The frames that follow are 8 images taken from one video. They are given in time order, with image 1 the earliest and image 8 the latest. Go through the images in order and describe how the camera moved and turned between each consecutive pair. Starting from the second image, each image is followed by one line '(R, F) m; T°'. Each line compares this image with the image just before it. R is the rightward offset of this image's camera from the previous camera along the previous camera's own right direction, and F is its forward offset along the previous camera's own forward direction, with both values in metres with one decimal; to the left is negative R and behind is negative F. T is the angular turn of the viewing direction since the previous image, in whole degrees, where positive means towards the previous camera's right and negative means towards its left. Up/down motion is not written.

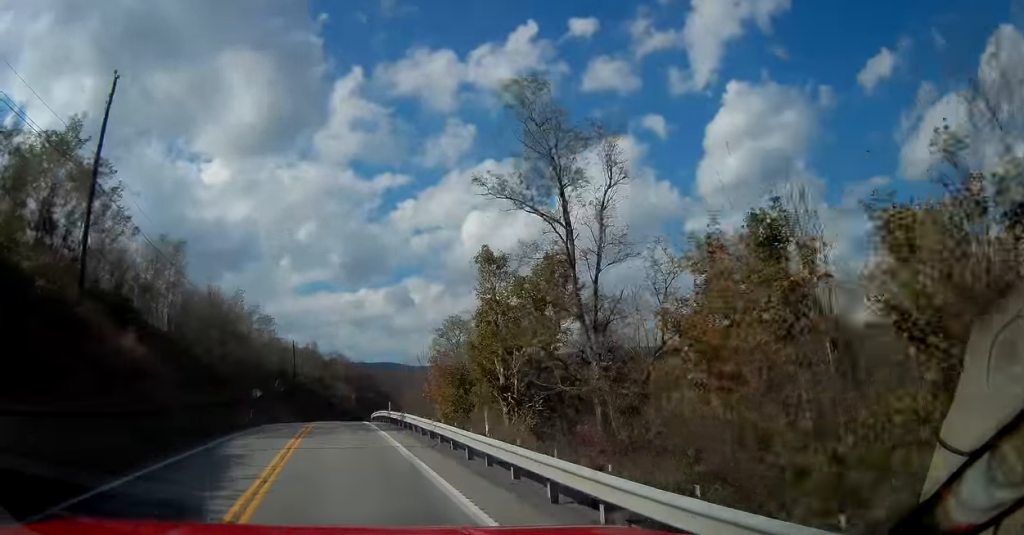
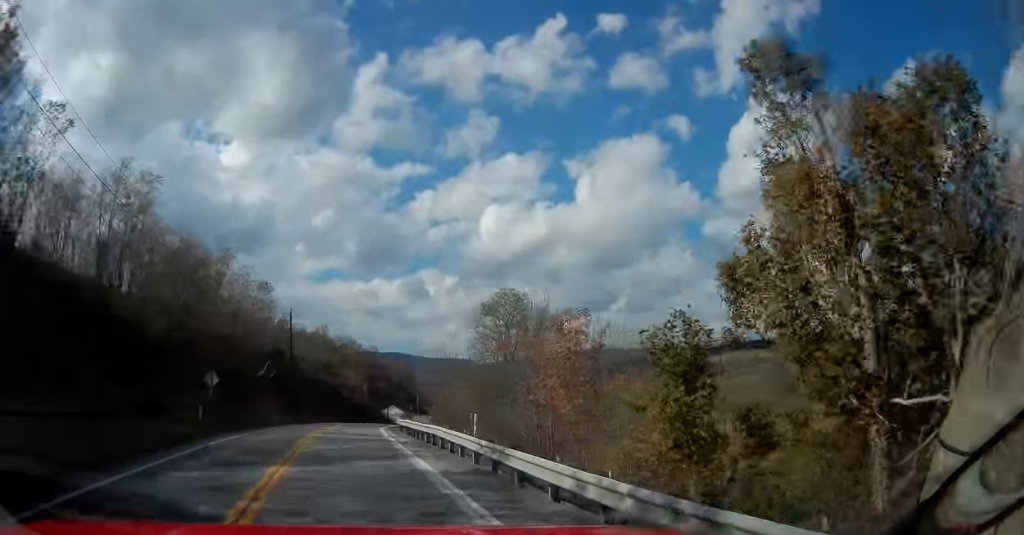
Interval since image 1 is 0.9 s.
(-0.2, +20.4) m; 0°
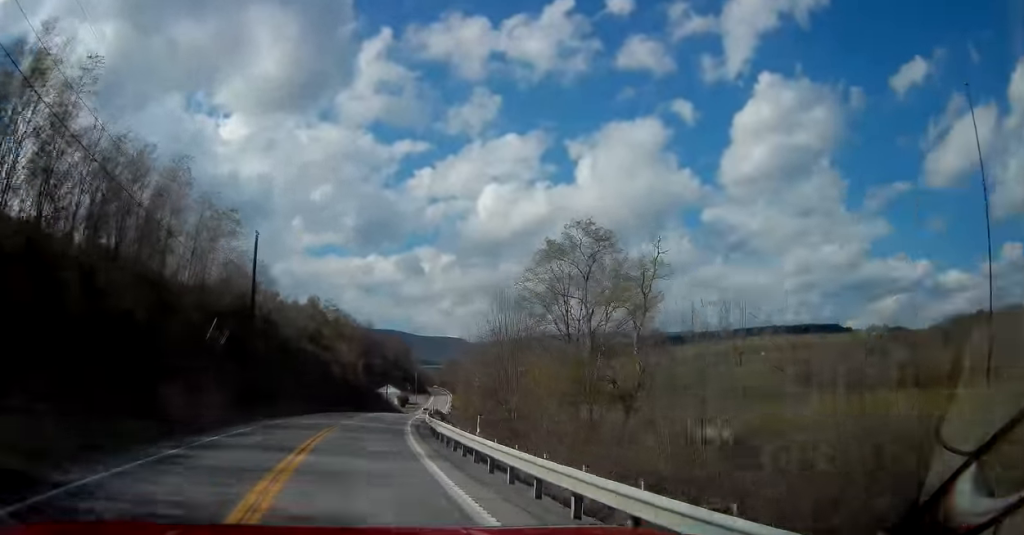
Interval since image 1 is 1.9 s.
(+0.2, +21.3) m; +3°
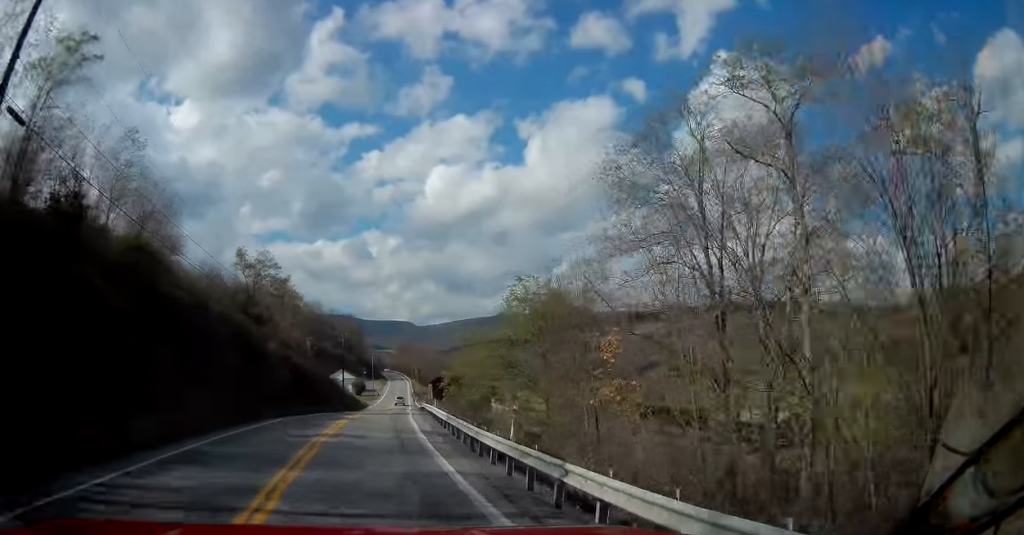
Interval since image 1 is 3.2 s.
(+1.0, +25.8) m; +4°
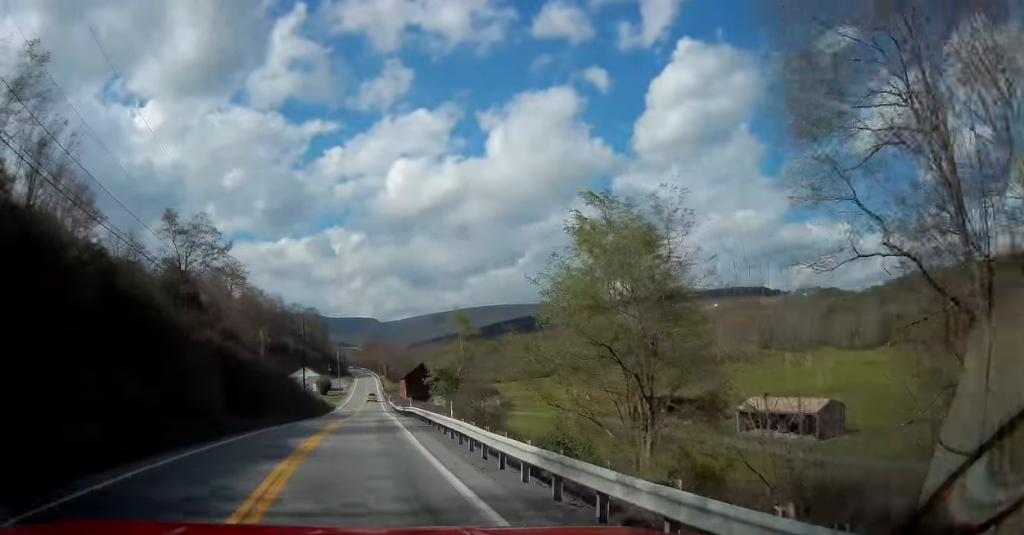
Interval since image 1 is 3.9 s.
(+0.3, +15.3) m; +2°
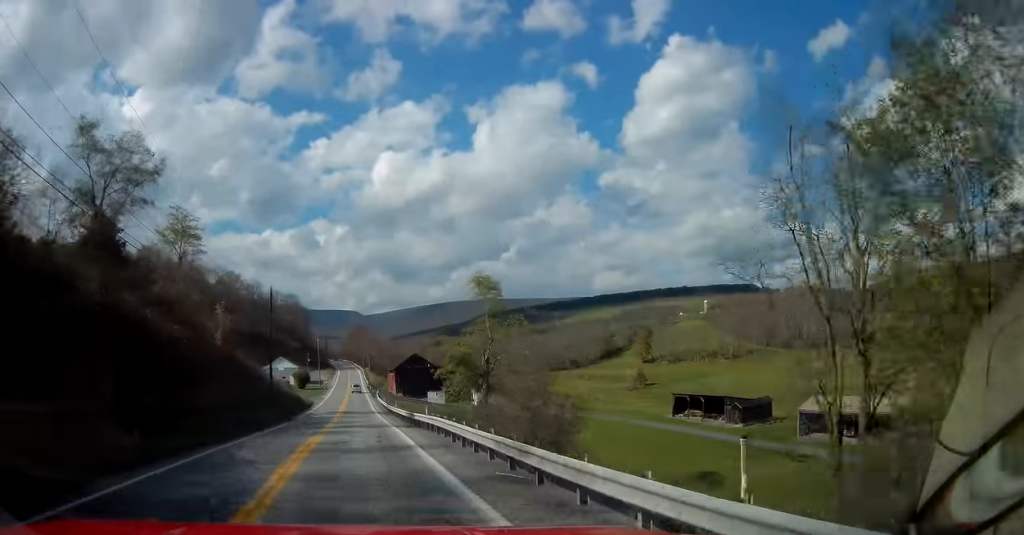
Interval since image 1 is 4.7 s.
(+0.4, +16.9) m; +2°
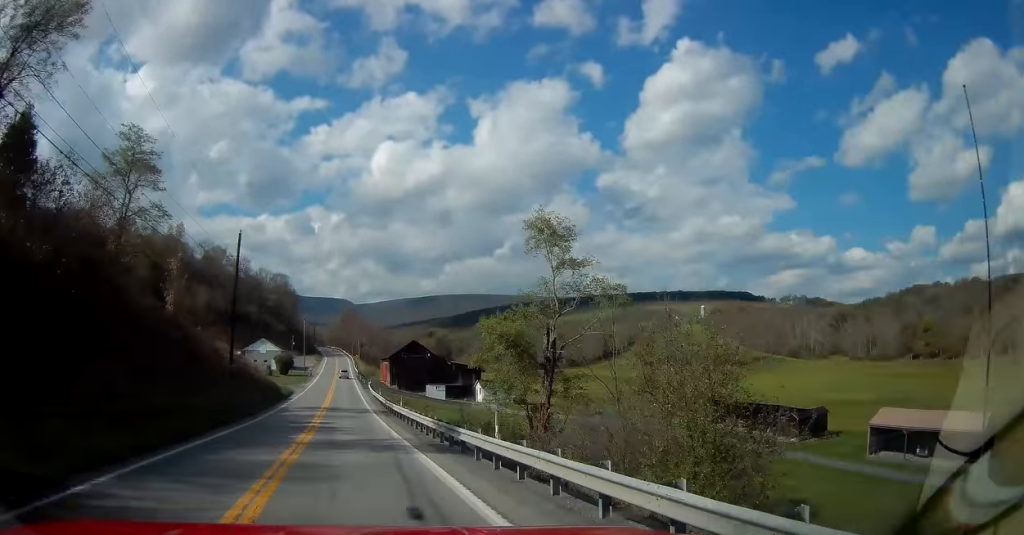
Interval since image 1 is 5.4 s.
(0.0, +14.3) m; +1°
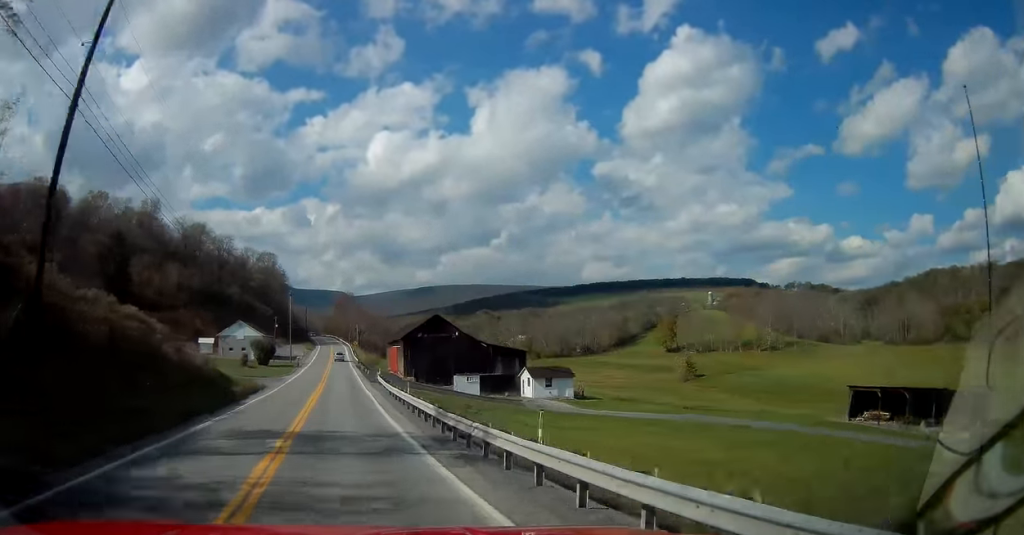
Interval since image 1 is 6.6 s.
(+0.6, +25.9) m; +1°
